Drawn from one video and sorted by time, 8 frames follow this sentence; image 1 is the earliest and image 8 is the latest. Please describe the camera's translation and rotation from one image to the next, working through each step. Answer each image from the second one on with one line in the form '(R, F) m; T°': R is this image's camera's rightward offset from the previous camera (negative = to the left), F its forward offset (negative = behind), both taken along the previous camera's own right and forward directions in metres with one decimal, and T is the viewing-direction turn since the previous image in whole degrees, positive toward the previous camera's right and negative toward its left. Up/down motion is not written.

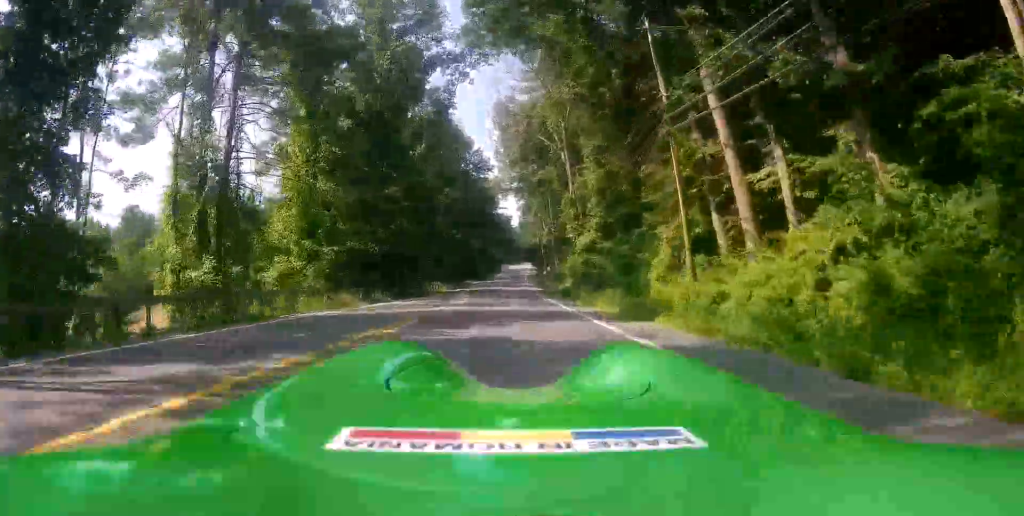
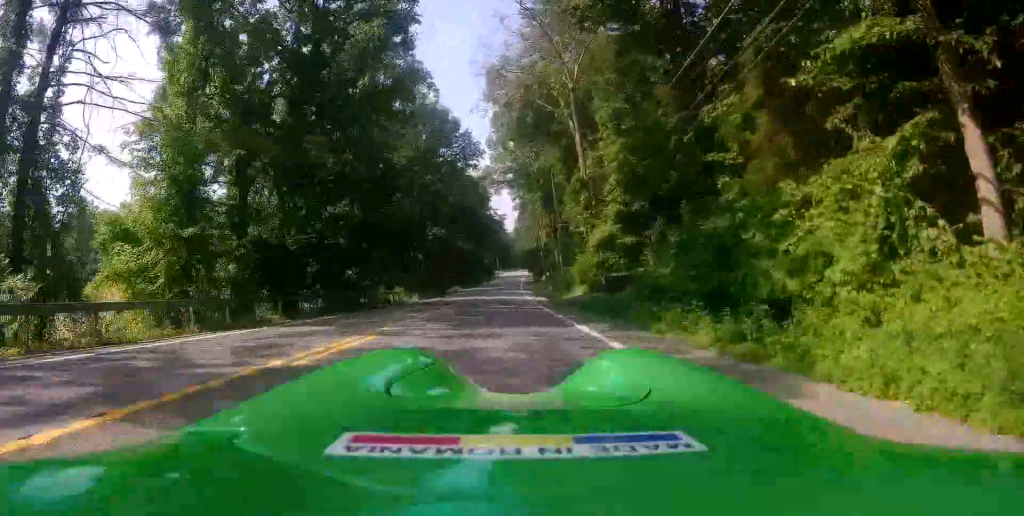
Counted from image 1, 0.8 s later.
(0.0, +14.2) m; 0°
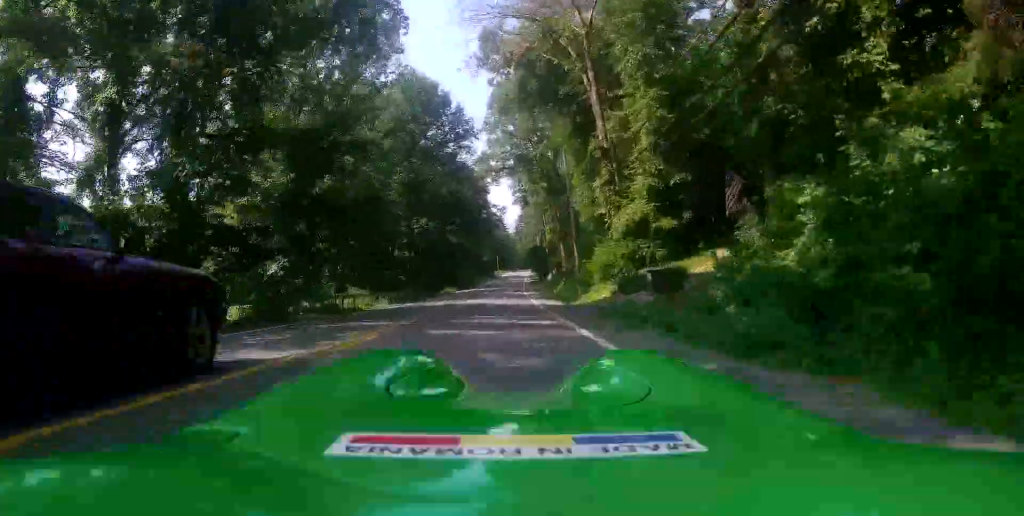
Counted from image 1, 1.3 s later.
(0.0, +11.3) m; 0°
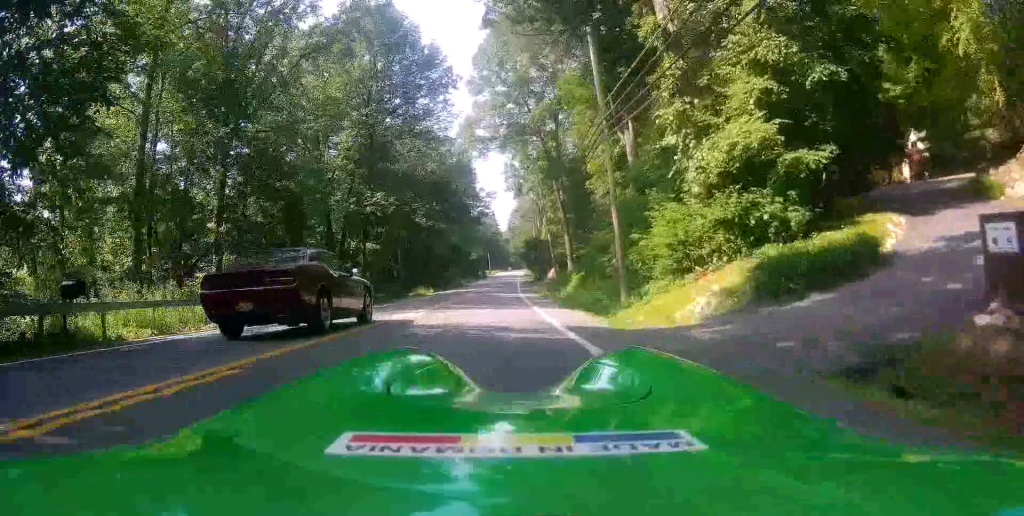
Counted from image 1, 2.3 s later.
(-0.1, +19.7) m; 0°
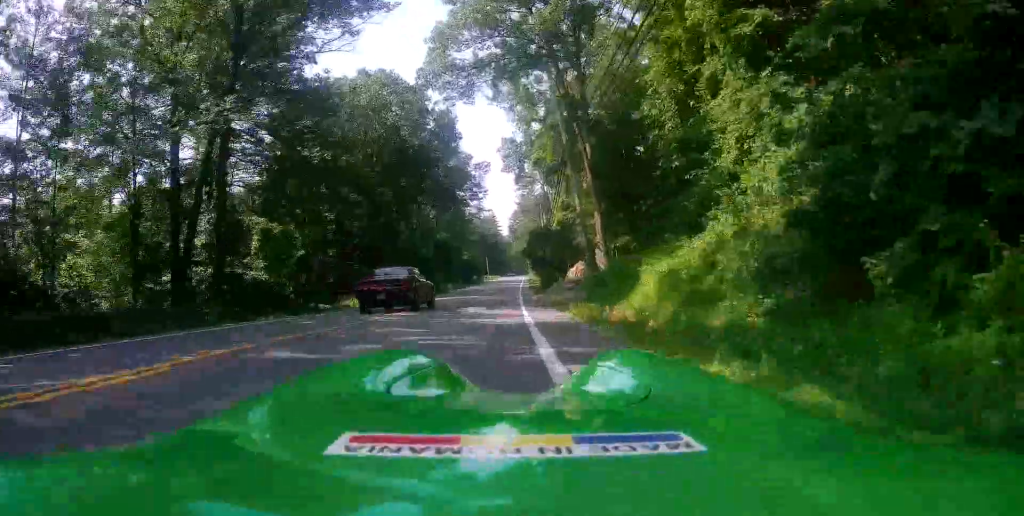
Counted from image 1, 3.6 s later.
(+0.1, +25.9) m; 0°
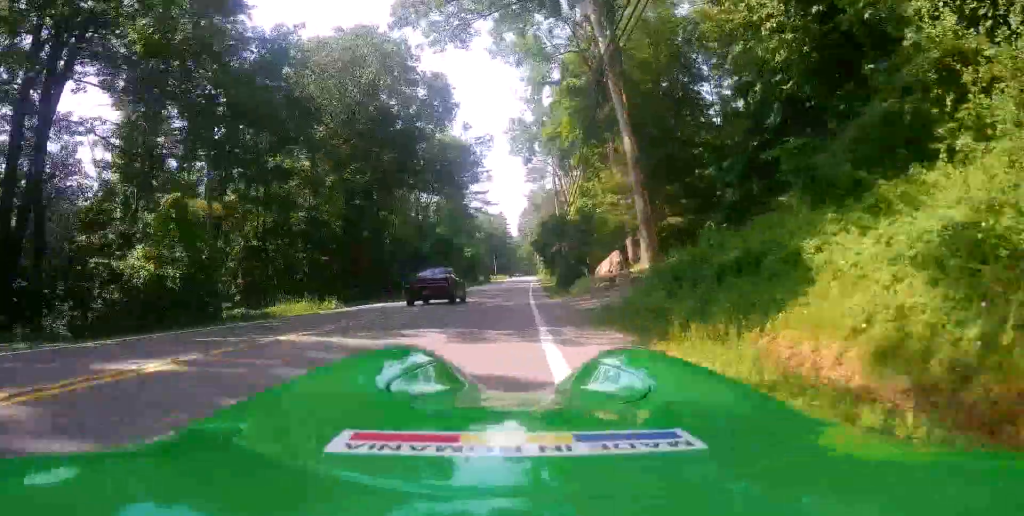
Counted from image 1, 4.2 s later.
(-0.1, +11.0) m; 0°
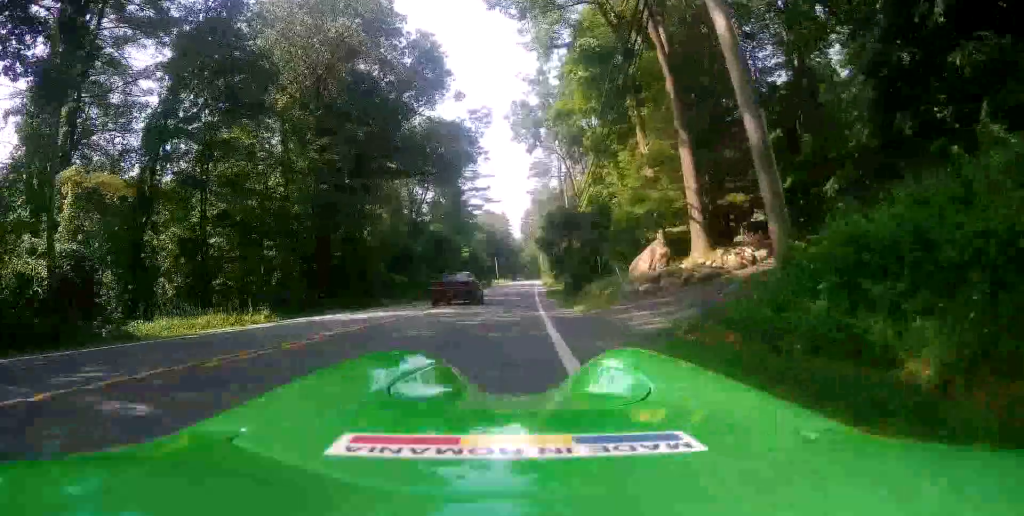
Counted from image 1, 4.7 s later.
(0.0, +10.1) m; 0°
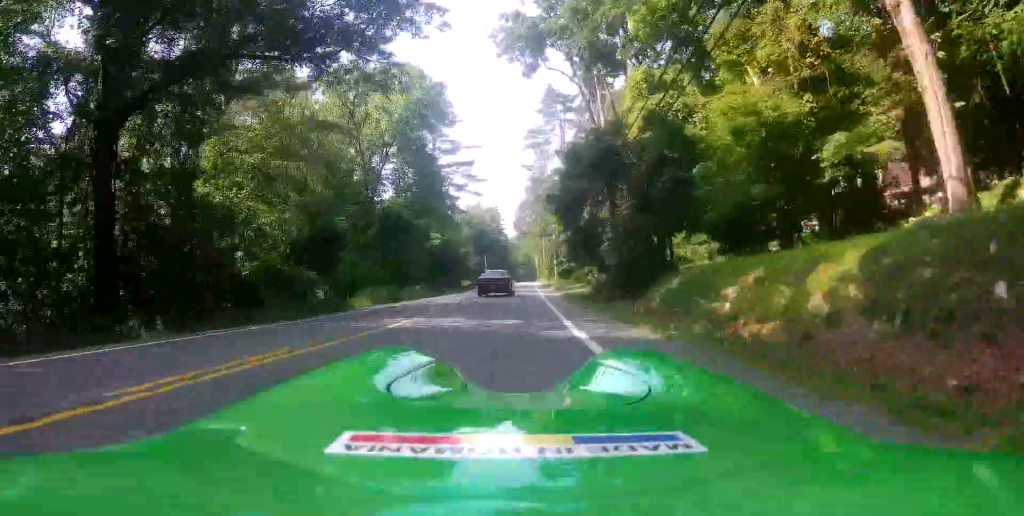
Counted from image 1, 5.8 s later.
(+0.1, +23.6) m; 0°
